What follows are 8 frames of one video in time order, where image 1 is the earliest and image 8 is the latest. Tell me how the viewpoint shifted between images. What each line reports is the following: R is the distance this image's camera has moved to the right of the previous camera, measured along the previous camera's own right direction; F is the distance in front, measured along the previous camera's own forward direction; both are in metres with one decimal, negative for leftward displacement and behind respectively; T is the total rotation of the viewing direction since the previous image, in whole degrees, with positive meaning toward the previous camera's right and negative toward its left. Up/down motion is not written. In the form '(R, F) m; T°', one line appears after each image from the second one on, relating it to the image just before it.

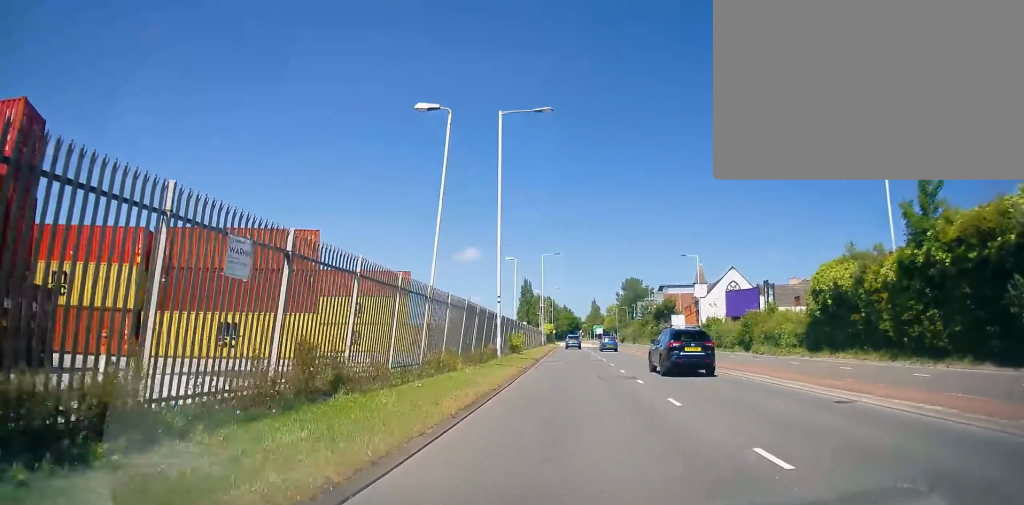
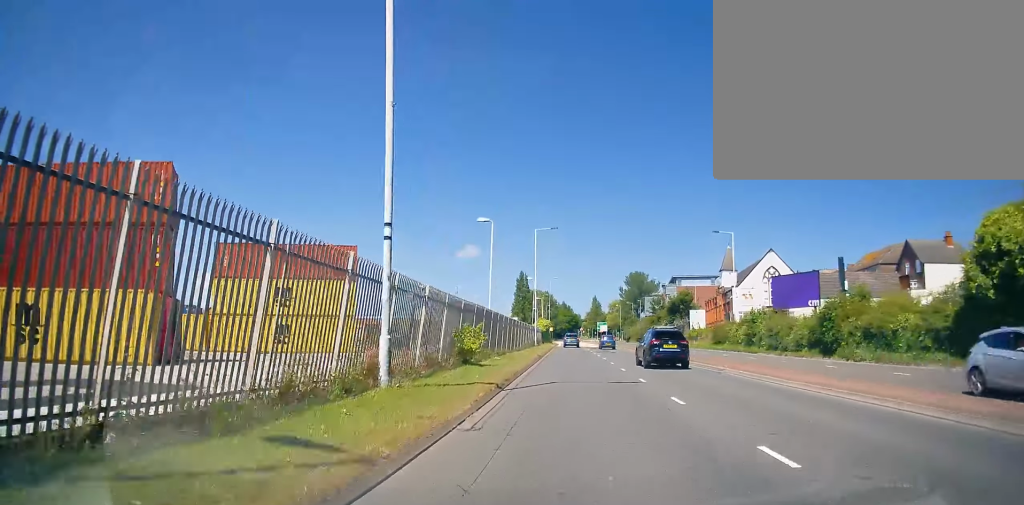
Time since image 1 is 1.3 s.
(+0.2, +17.1) m; +2°
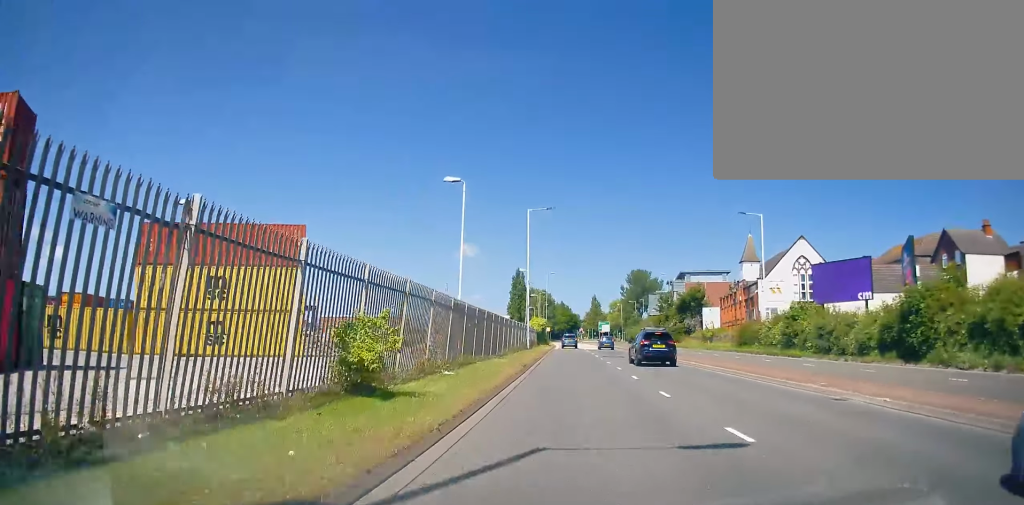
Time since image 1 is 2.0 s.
(+0.2, +10.0) m; 0°
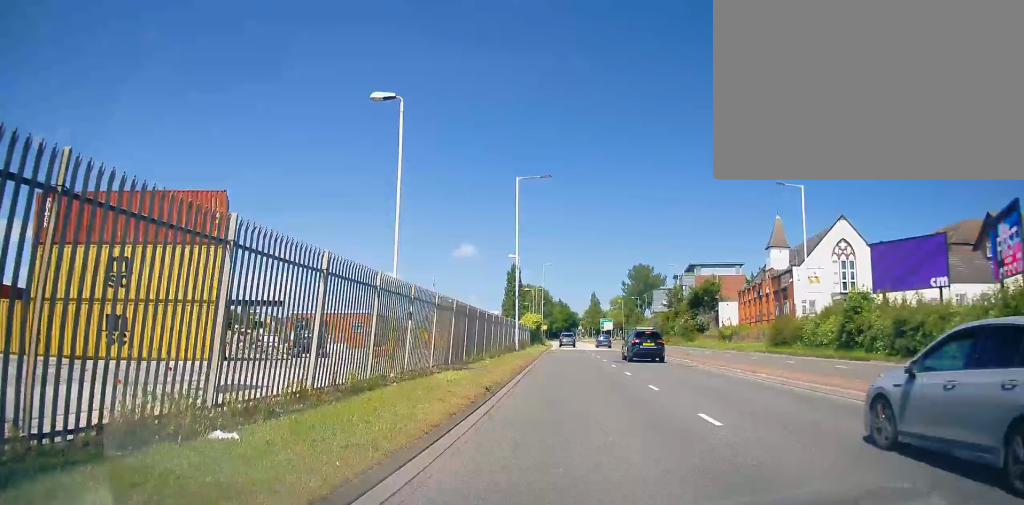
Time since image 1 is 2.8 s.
(0.0, +10.2) m; 0°
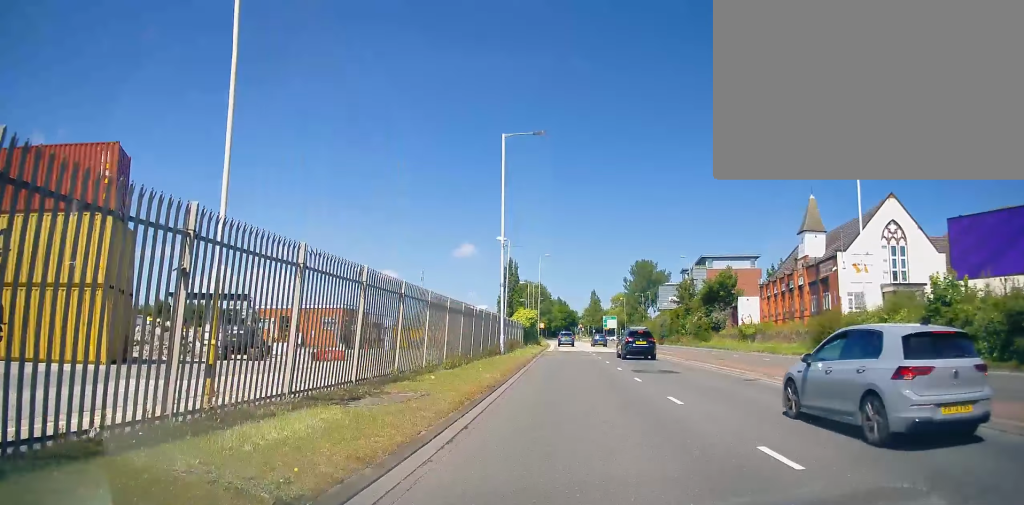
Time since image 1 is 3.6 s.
(-0.2, +9.1) m; 0°
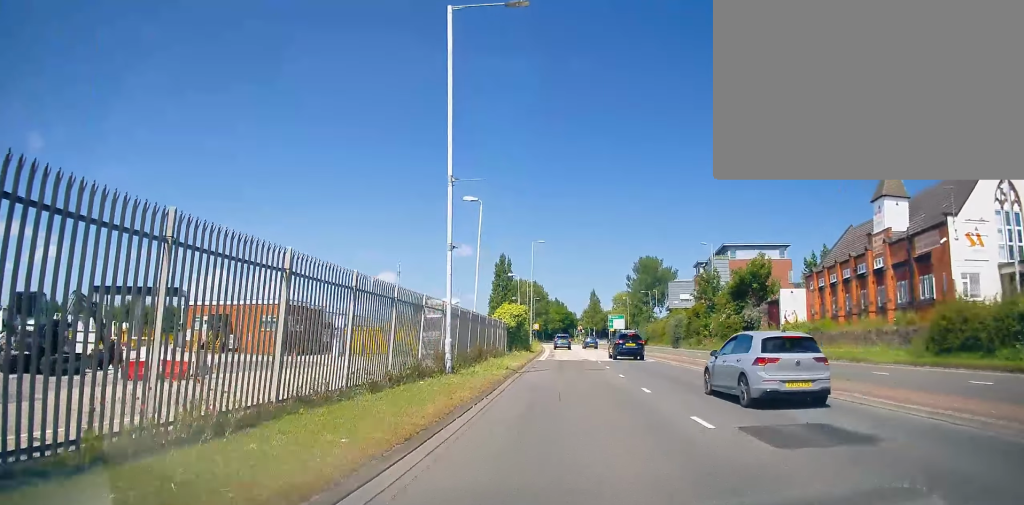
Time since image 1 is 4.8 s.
(+0.3, +14.1) m; 0°
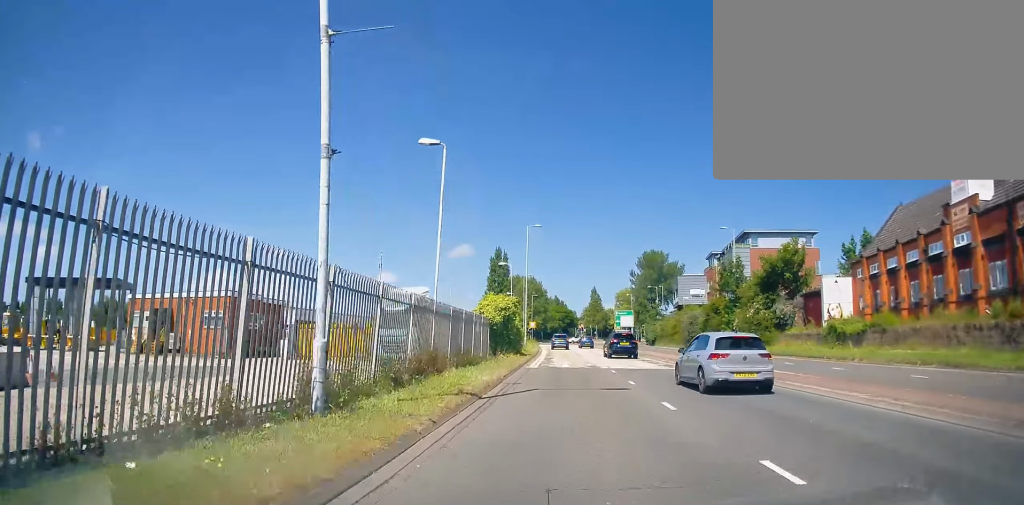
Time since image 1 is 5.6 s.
(-0.2, +9.2) m; 0°
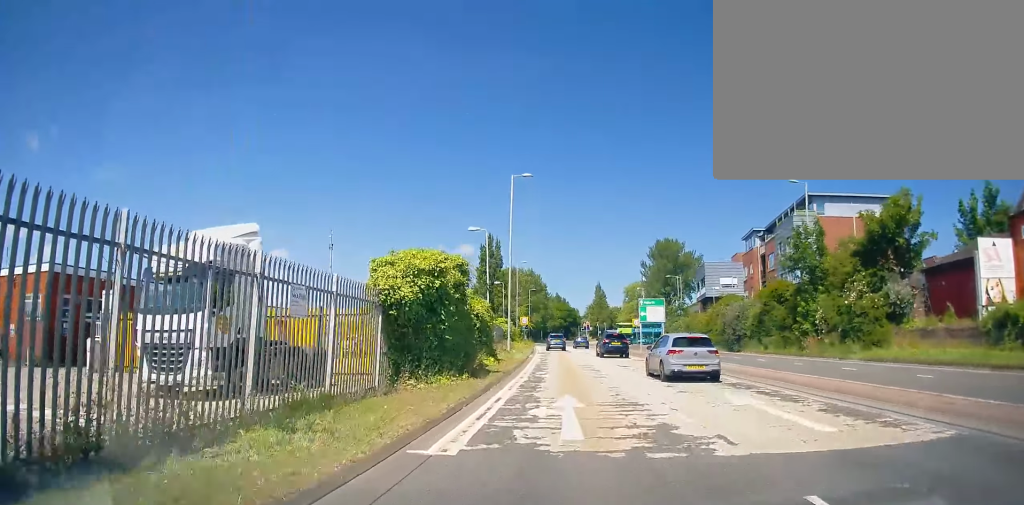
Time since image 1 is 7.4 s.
(0.0, +19.0) m; -3°
